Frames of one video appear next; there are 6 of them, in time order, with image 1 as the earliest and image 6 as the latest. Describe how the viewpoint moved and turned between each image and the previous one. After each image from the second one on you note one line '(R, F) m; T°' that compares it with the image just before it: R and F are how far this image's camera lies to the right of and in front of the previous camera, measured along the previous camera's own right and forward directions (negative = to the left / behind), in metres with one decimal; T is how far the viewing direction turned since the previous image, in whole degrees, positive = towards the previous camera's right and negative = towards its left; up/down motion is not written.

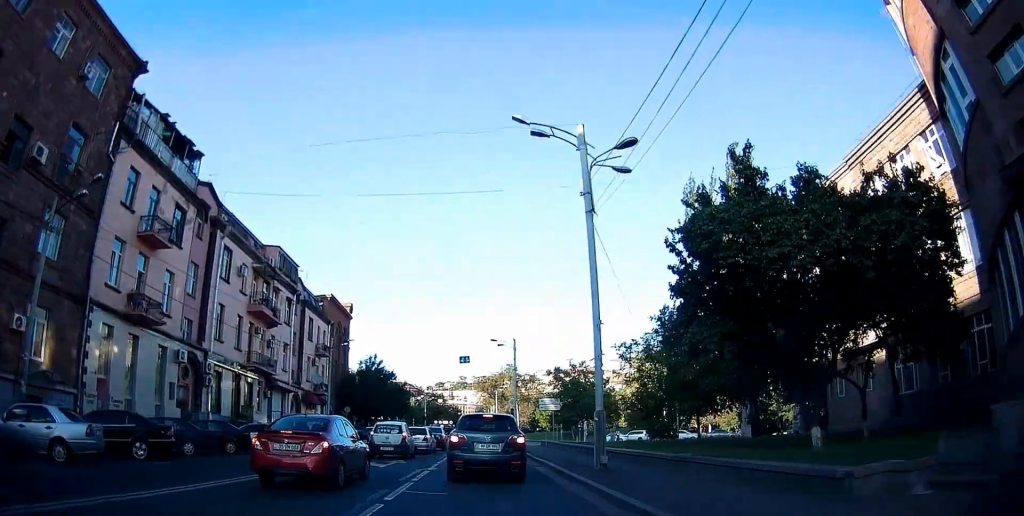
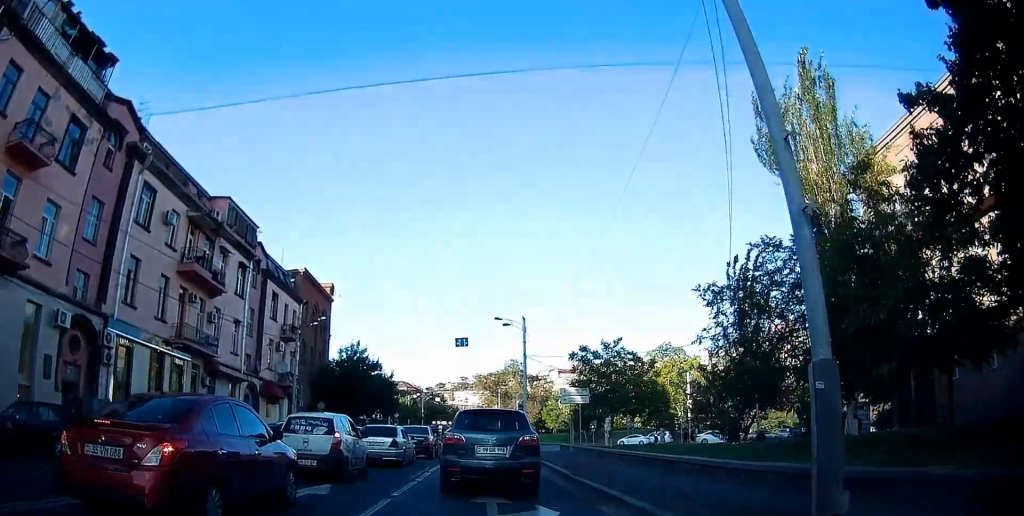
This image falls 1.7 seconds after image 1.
(+0.3, +11.4) m; 0°
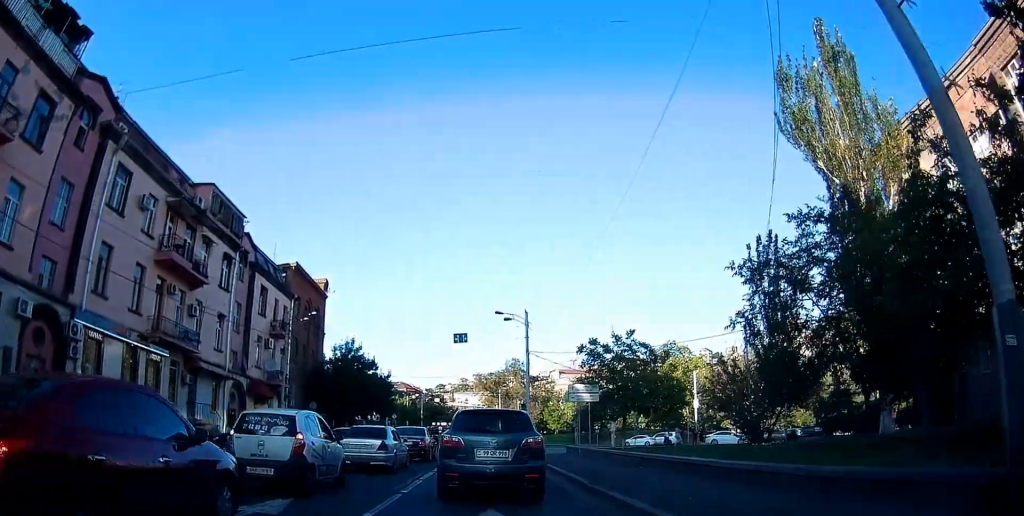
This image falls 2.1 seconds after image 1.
(-0.2, +2.7) m; -2°
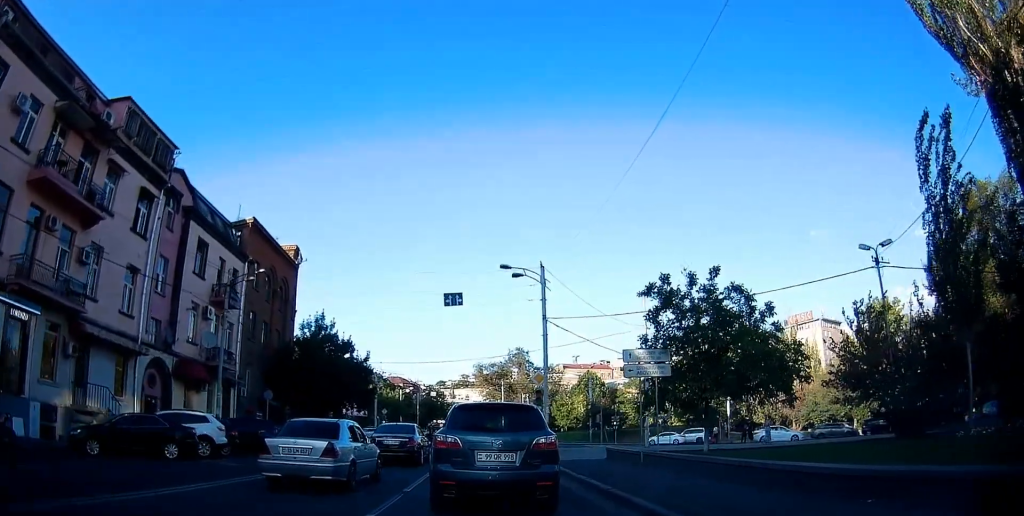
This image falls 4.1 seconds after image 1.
(-0.9, +11.6) m; -6°
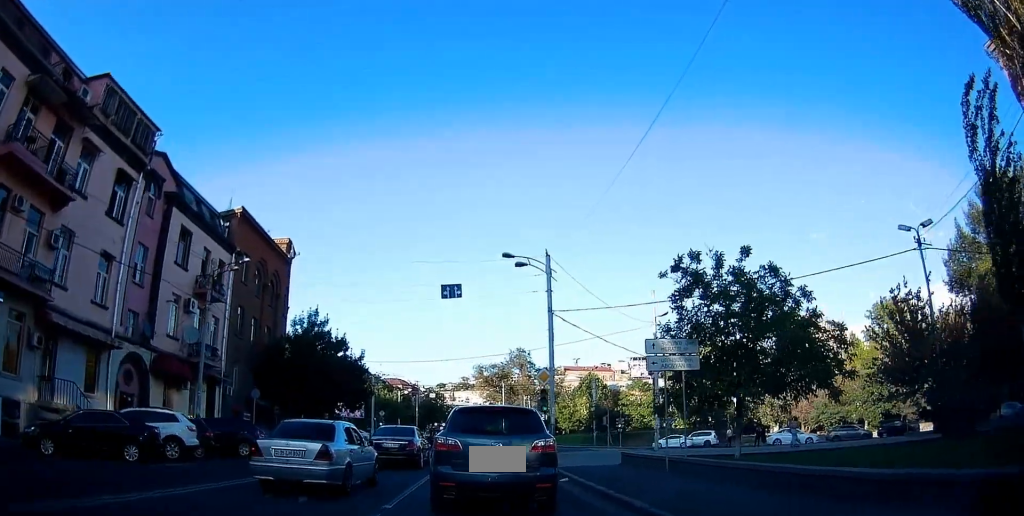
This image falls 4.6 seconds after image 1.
(-0.3, +2.6) m; +1°
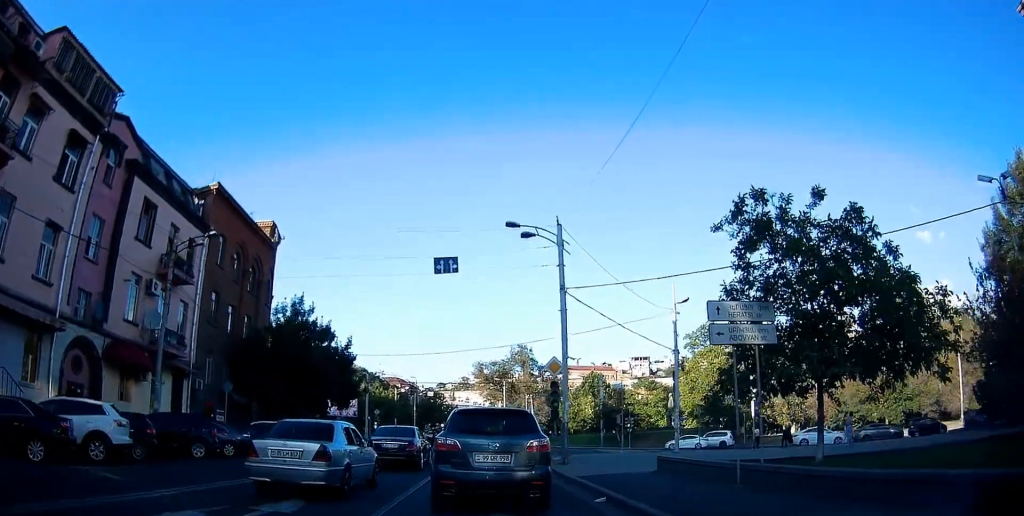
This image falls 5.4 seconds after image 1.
(+0.3, +4.4) m; +6°
